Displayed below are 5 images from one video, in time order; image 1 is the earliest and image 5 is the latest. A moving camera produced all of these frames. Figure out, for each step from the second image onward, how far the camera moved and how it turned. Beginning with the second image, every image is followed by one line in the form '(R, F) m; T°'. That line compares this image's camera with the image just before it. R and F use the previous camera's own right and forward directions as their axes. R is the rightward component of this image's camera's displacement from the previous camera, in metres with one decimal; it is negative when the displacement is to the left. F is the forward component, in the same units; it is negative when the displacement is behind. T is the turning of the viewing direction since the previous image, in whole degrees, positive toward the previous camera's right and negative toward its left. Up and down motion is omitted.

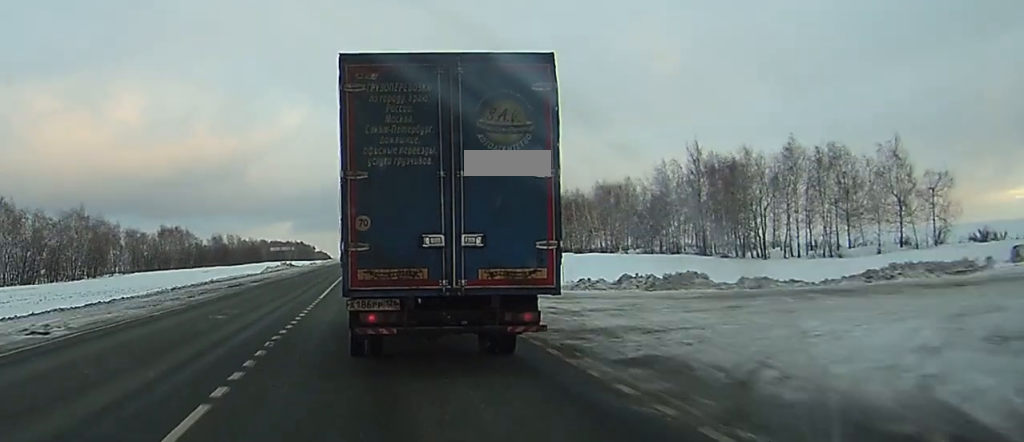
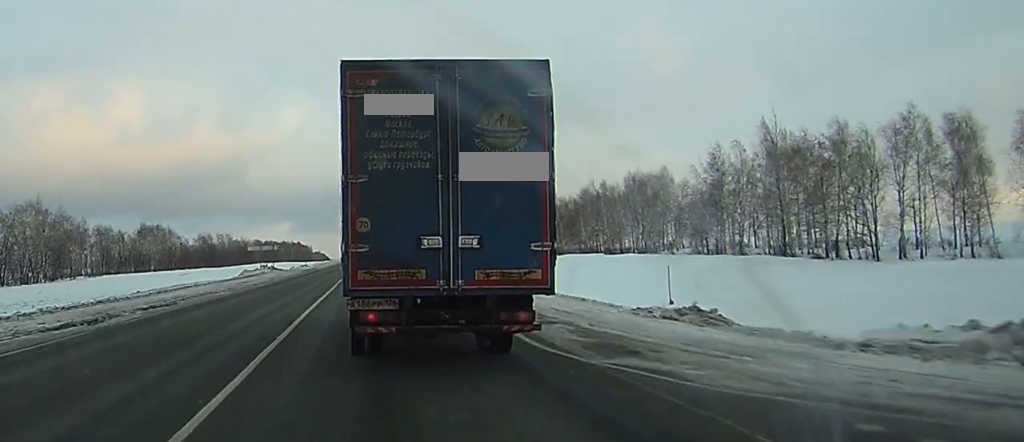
(0.0, +22.6) m; -1°
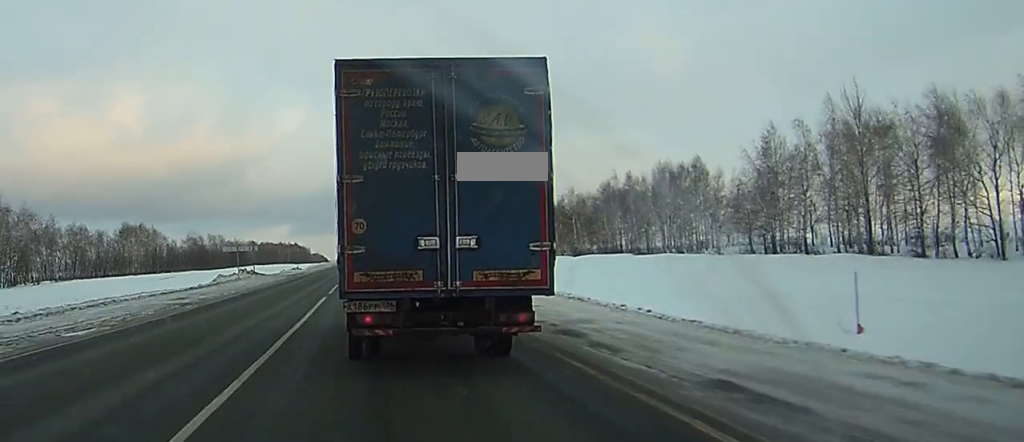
(-0.1, +16.4) m; 0°
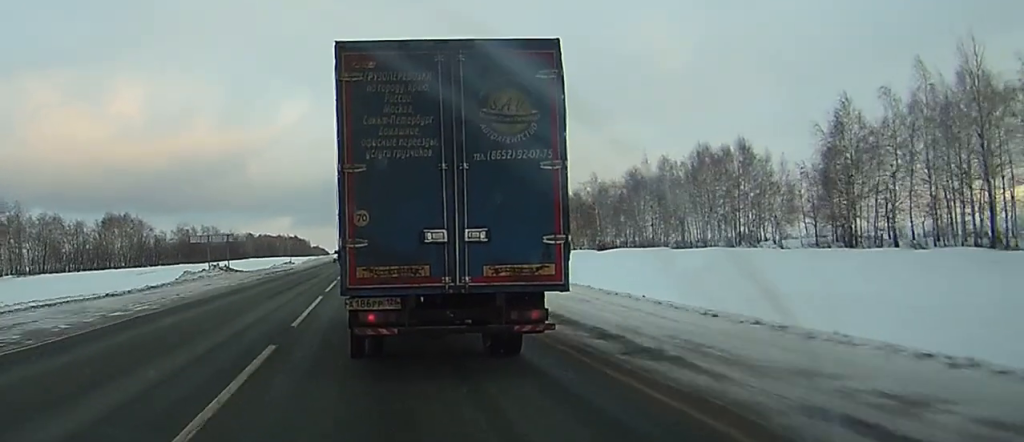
(-0.1, +15.8) m; 0°
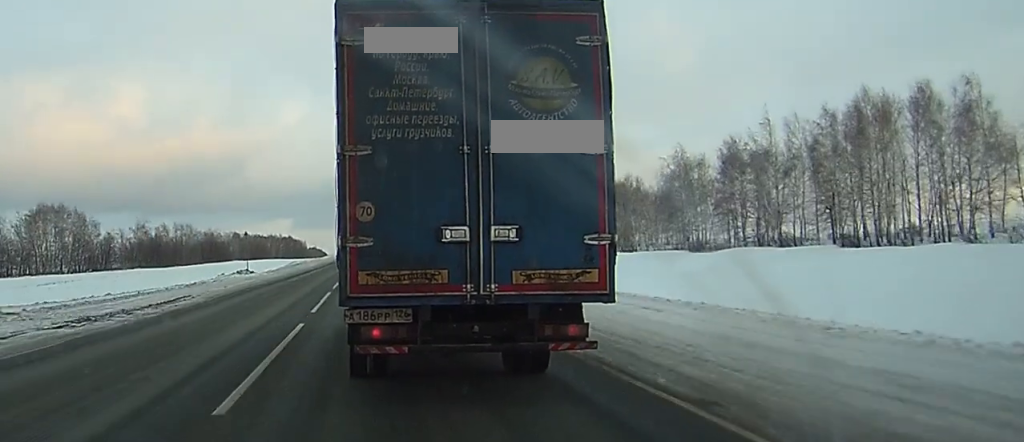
(+0.4, +43.4) m; +1°
